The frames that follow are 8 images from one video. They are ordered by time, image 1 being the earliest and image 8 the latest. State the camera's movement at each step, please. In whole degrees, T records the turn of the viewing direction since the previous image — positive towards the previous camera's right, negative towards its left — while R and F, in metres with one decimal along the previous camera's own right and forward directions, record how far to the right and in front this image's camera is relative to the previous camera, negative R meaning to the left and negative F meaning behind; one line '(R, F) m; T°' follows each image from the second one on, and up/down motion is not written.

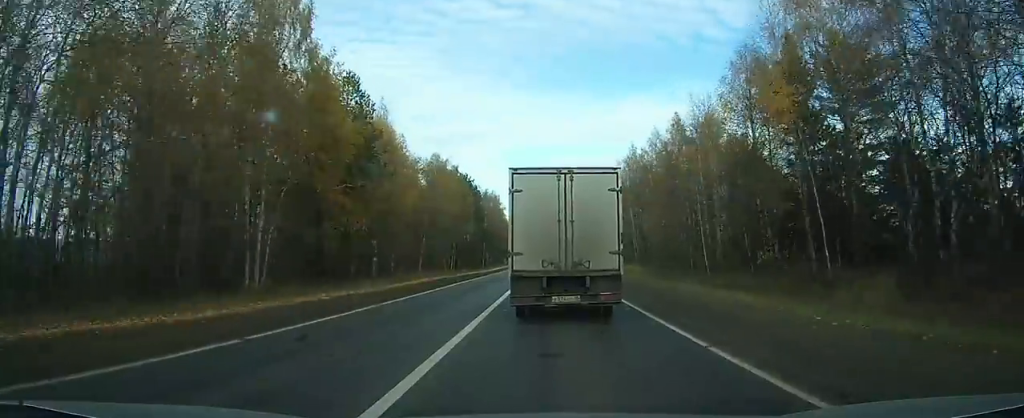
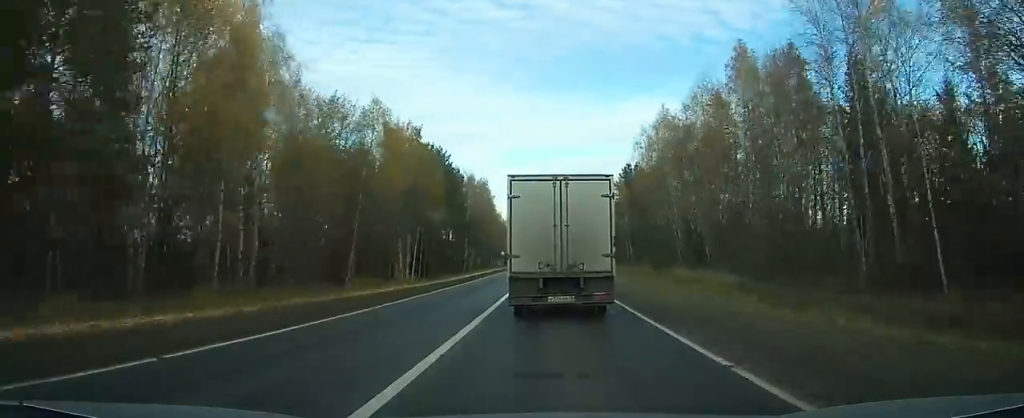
(+0.3, +32.9) m; +1°
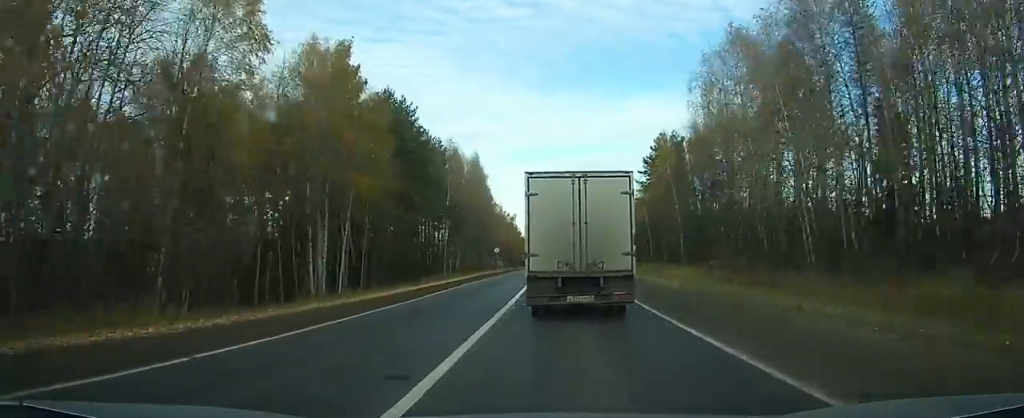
(+0.1, +31.1) m; 0°
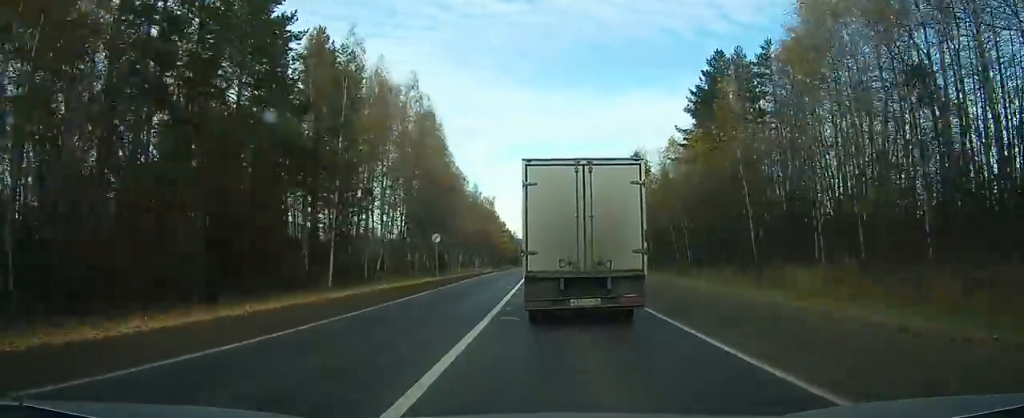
(-0.2, +39.8) m; -1°
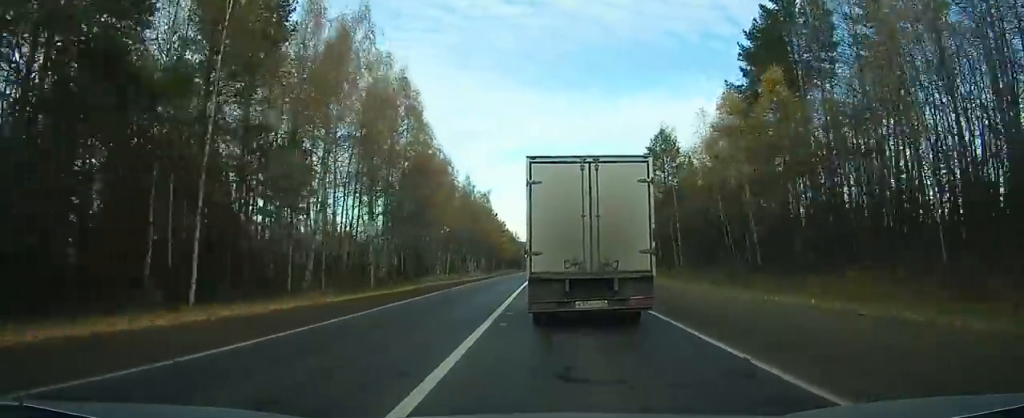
(0.0, +18.0) m; 0°
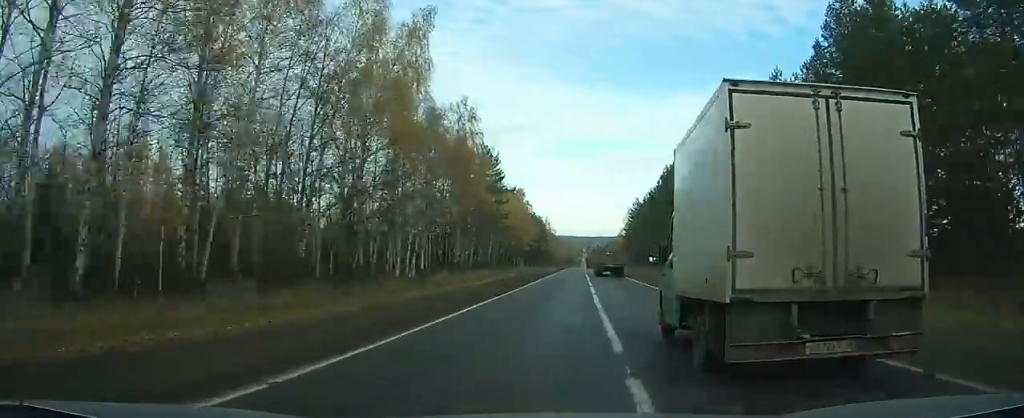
(-1.3, +82.9) m; -2°
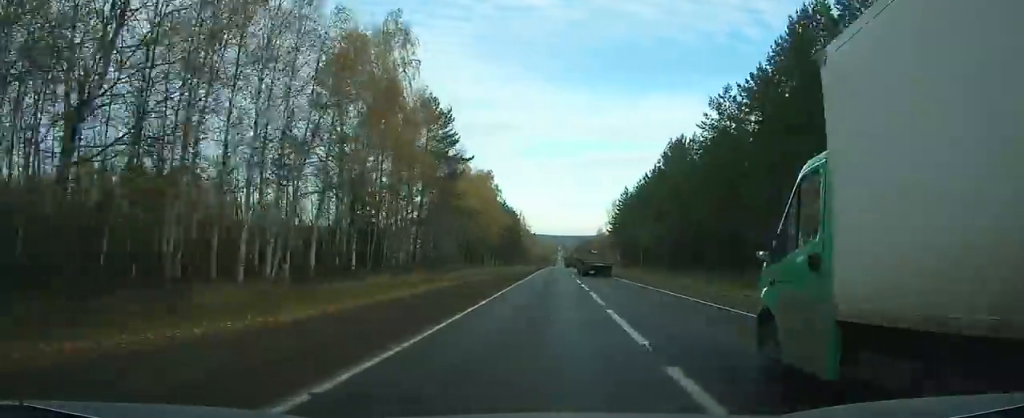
(-0.5, +22.0) m; 0°
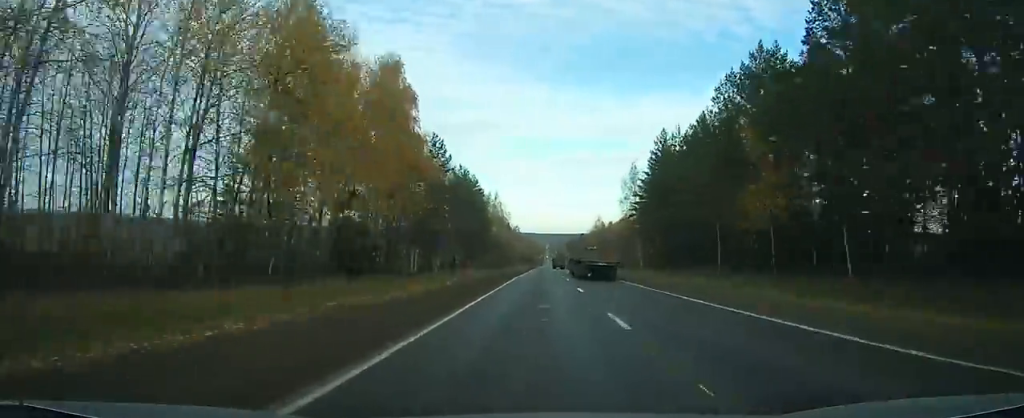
(+1.5, +58.4) m; +2°
